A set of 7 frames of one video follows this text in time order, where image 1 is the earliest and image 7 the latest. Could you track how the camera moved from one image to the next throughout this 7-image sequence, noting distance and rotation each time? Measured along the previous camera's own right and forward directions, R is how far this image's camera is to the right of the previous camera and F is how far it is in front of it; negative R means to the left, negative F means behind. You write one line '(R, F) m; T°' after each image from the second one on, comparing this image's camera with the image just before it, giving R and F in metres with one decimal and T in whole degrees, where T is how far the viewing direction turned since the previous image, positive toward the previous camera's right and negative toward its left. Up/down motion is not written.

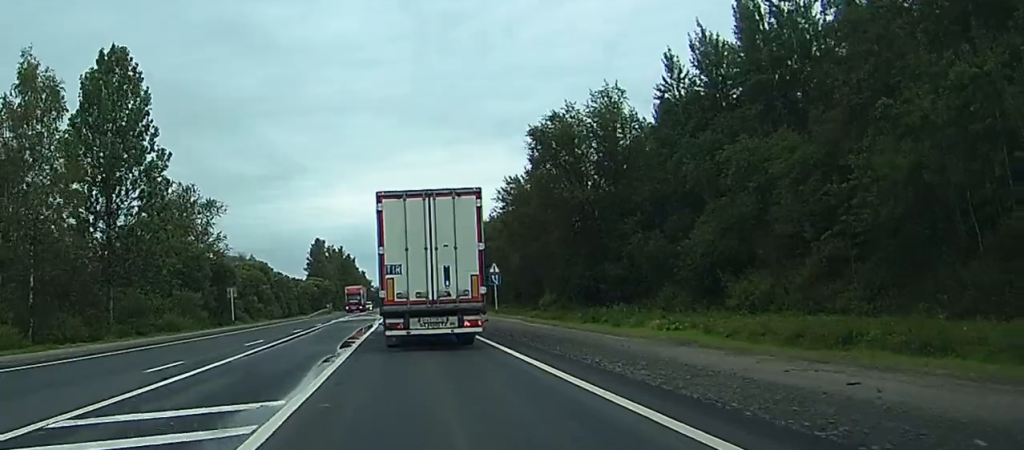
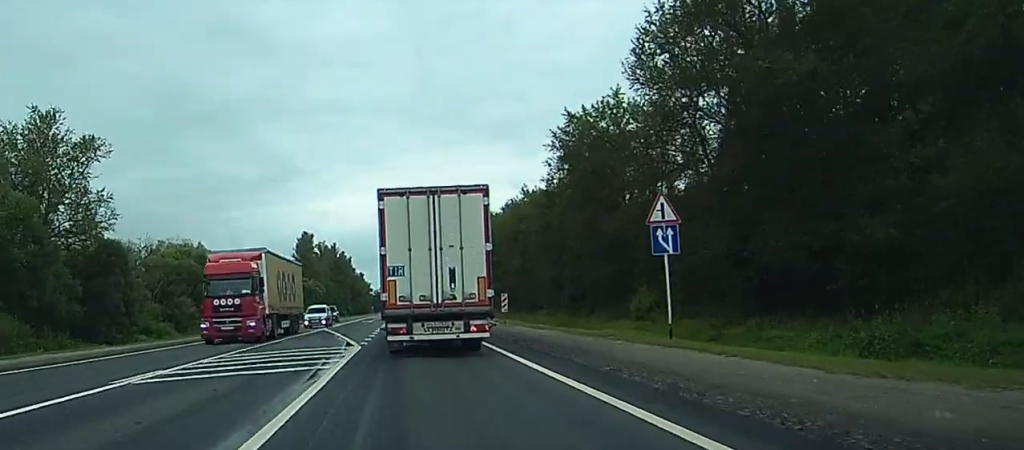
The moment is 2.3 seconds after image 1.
(+0.5, +49.2) m; 0°
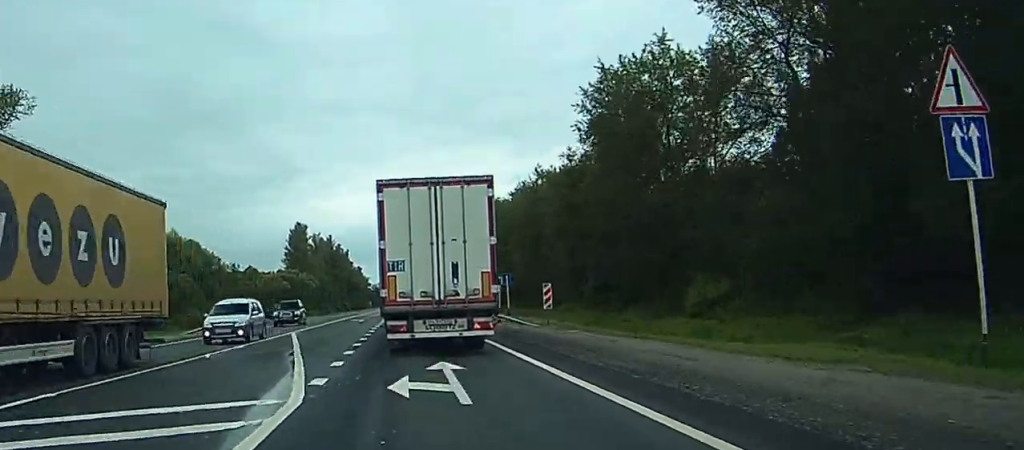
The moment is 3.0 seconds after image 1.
(0.0, +15.2) m; 0°
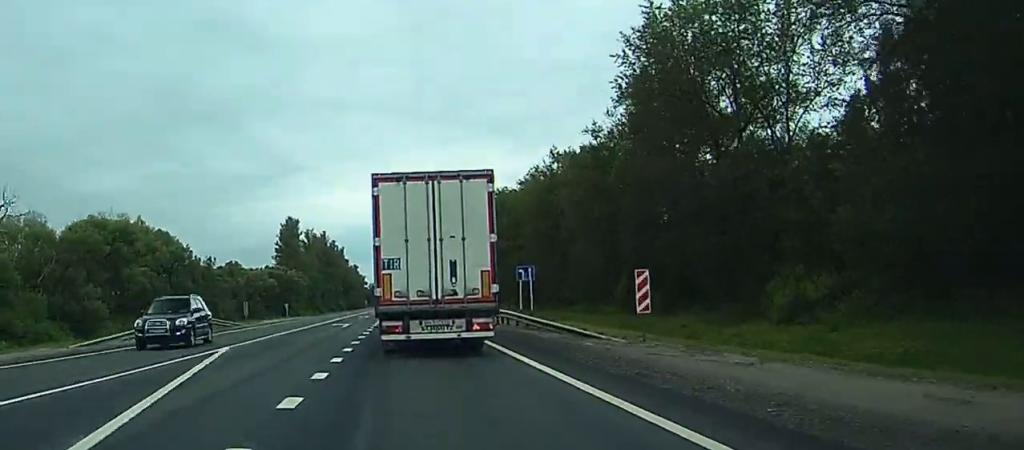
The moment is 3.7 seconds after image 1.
(0.0, +14.6) m; 0°
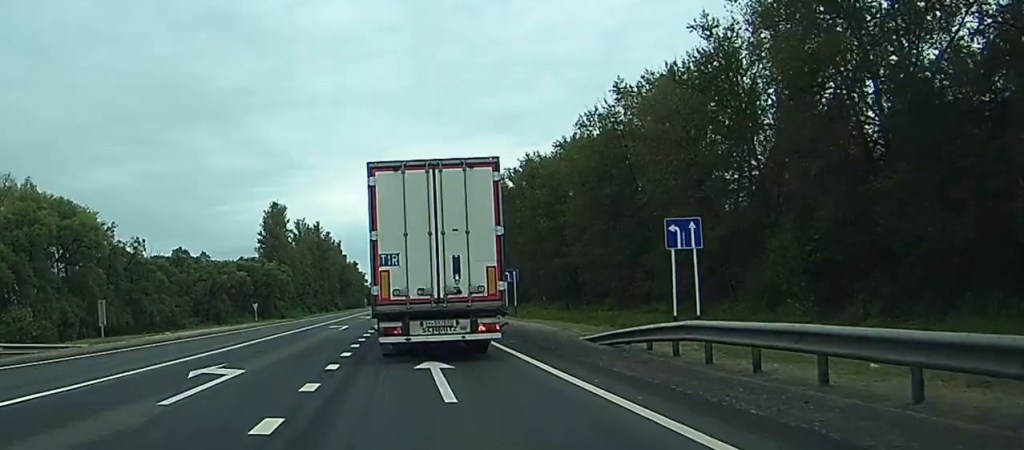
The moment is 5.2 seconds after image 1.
(-0.1, +33.7) m; 0°
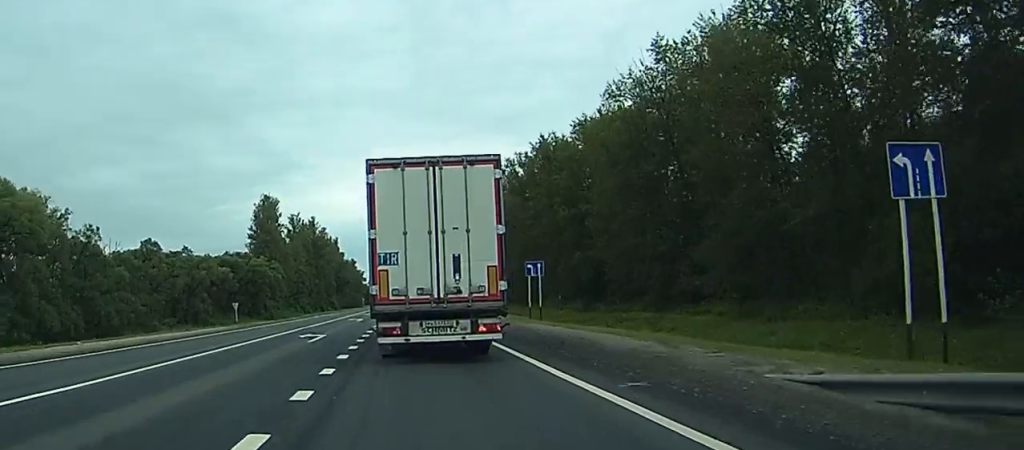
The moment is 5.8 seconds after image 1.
(0.0, +13.1) m; -1°
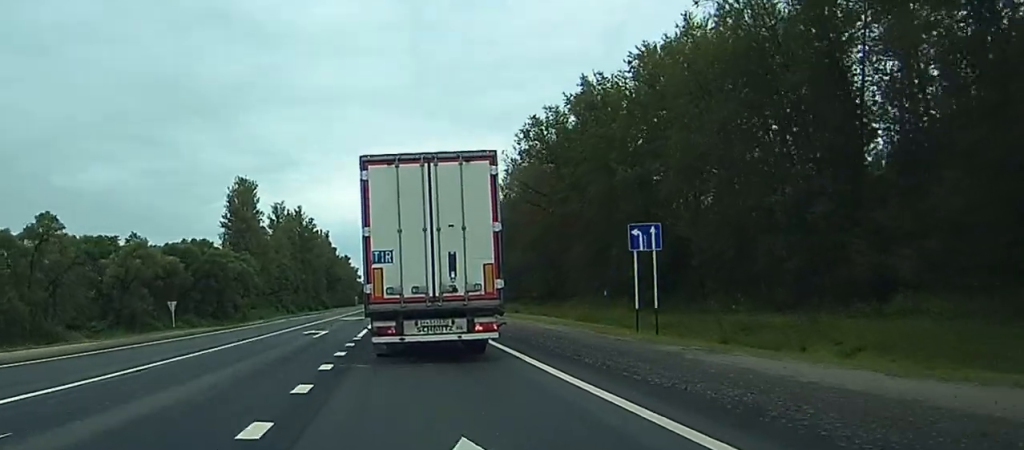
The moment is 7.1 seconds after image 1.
(-0.5, +27.4) m; 0°
